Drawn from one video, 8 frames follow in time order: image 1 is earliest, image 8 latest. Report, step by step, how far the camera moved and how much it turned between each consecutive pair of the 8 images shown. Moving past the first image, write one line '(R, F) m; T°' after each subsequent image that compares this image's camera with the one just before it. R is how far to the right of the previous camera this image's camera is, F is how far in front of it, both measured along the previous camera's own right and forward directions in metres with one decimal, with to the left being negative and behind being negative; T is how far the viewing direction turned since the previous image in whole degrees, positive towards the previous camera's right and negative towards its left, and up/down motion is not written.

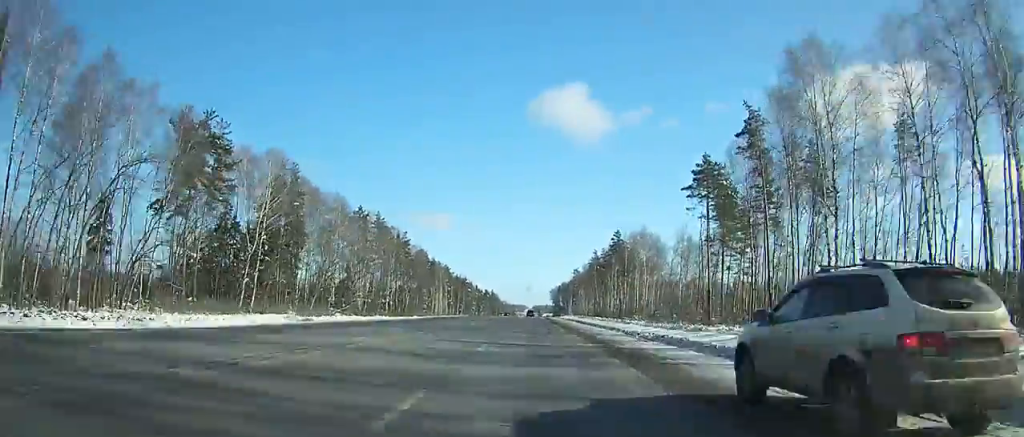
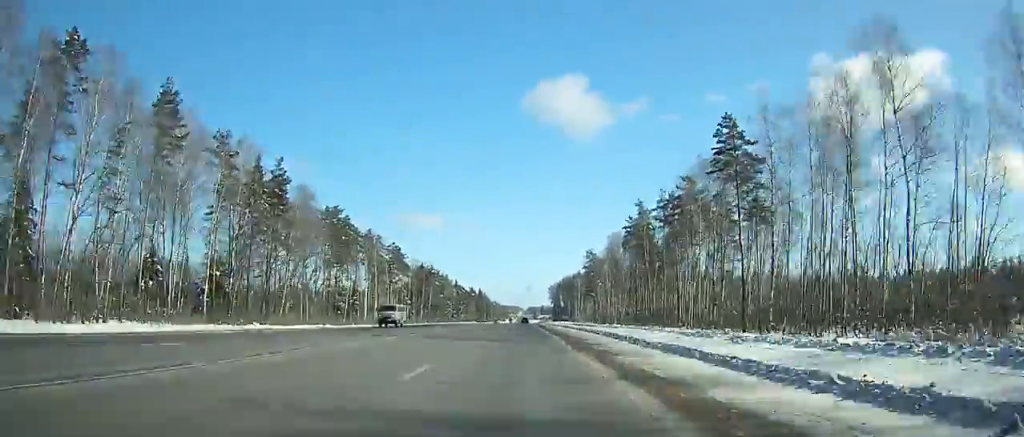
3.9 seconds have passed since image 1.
(+1.0, +101.3) m; -1°
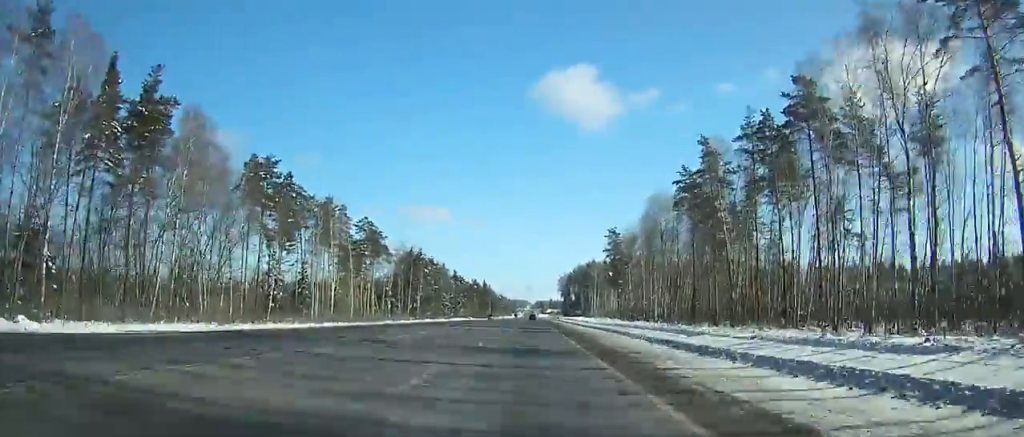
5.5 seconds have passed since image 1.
(-0.4, +41.1) m; 0°
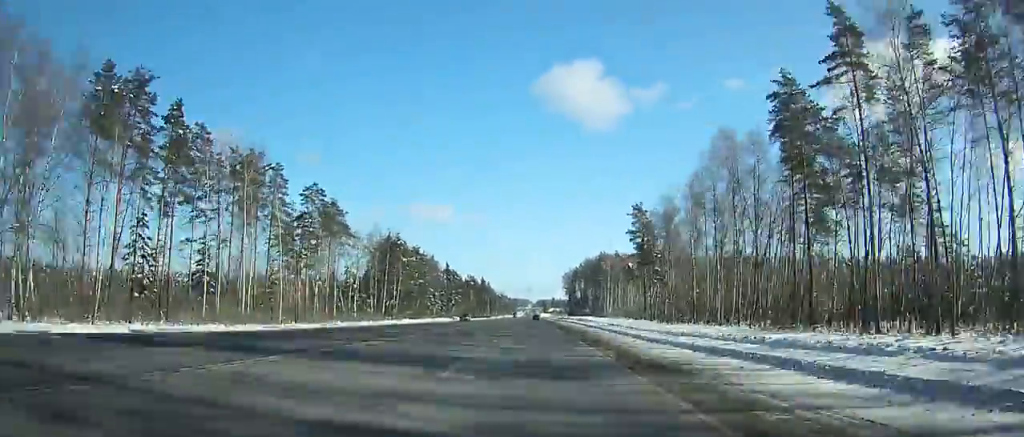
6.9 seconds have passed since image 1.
(-0.3, +35.8) m; 0°
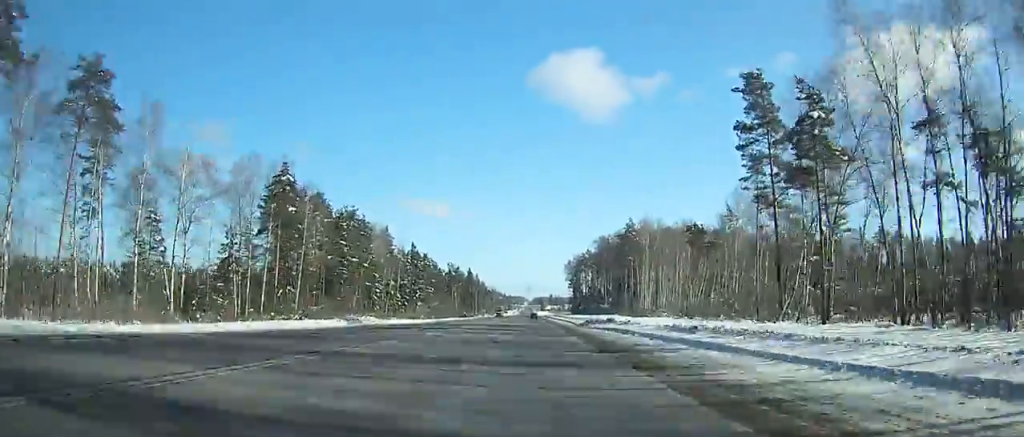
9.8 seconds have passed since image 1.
(+0.3, +72.9) m; 0°
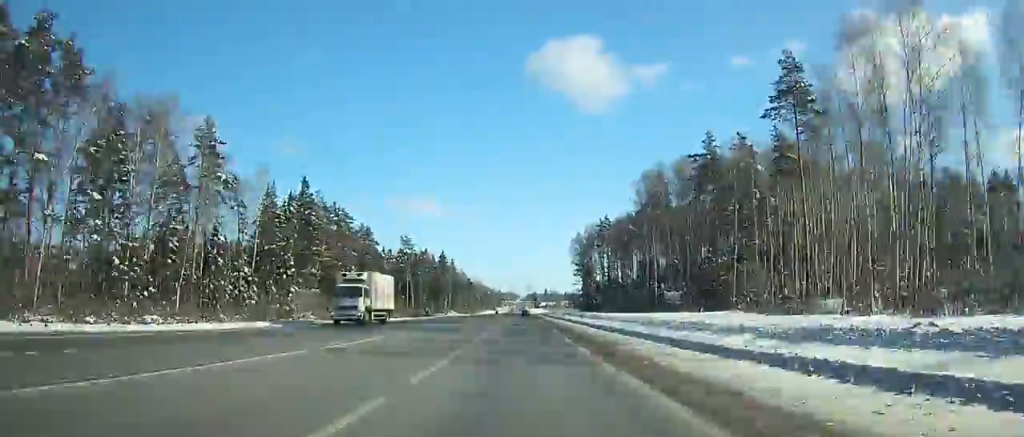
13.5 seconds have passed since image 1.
(+0.4, +92.4) m; 0°
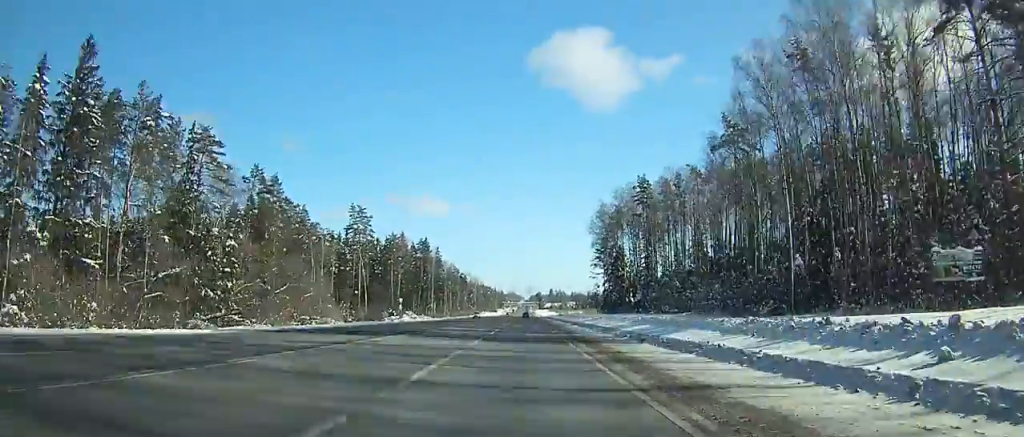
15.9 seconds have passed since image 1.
(+0.1, +60.0) m; 0°
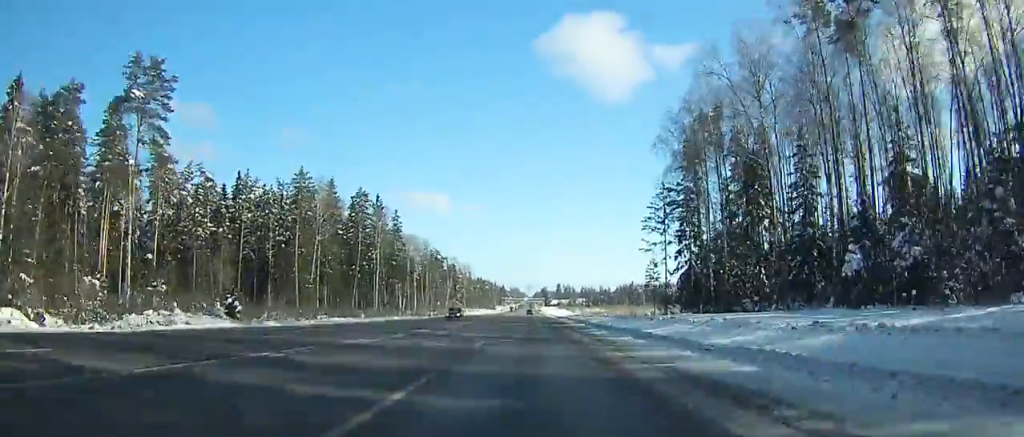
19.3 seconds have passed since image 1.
(-0.2, +85.2) m; 0°
